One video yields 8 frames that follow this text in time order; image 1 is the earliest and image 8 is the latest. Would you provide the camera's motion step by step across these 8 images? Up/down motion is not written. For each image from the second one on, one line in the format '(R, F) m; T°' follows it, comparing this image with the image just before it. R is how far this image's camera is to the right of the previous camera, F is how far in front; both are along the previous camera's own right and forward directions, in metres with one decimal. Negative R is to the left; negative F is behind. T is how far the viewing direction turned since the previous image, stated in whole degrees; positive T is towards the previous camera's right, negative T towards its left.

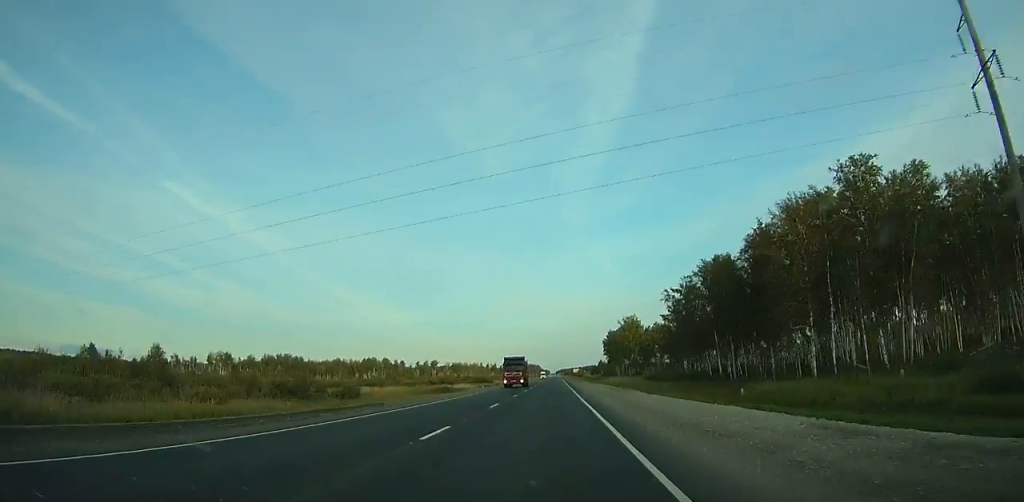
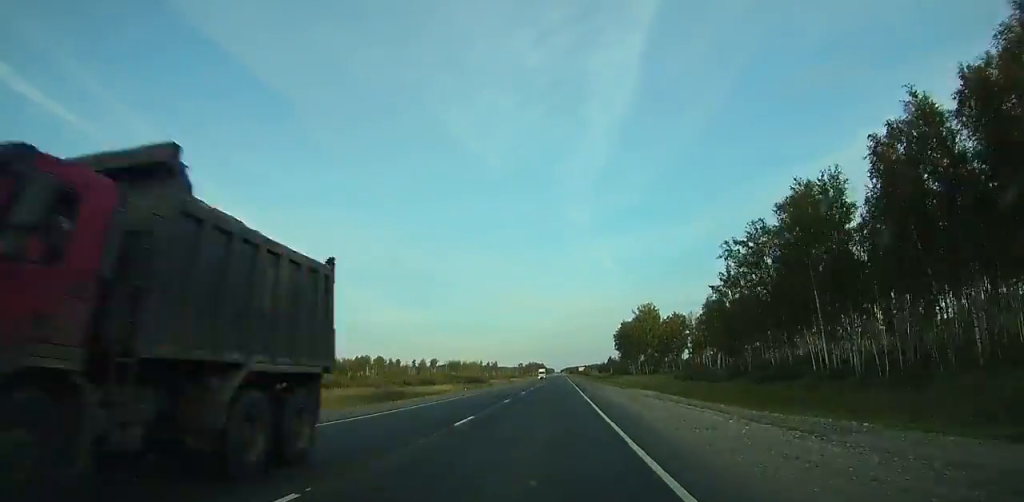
(-0.1, +32.6) m; 0°
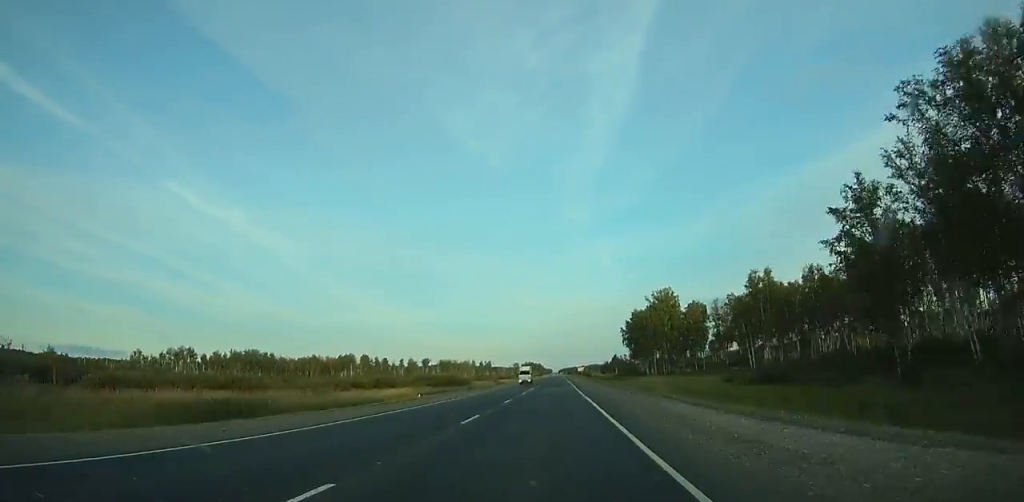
(-0.1, +34.9) m; 0°
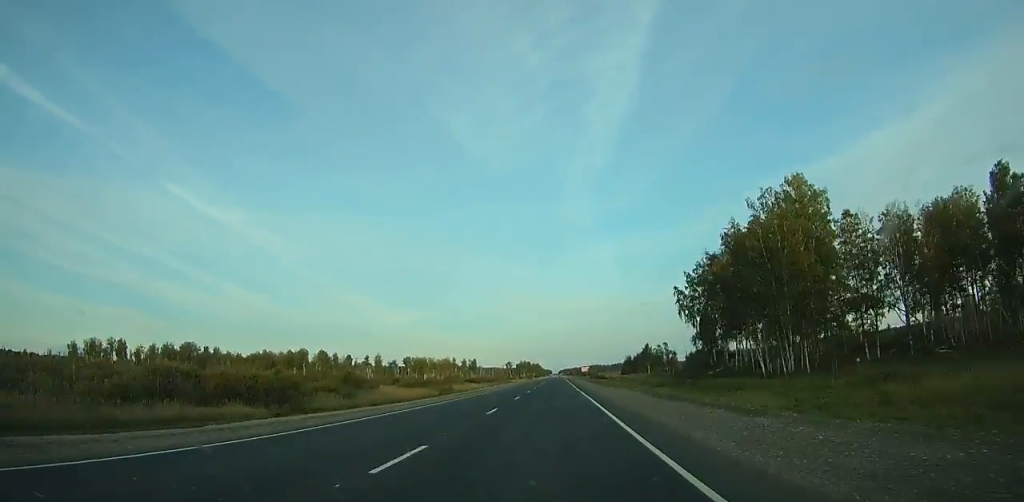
(0.0, +90.9) m; 0°
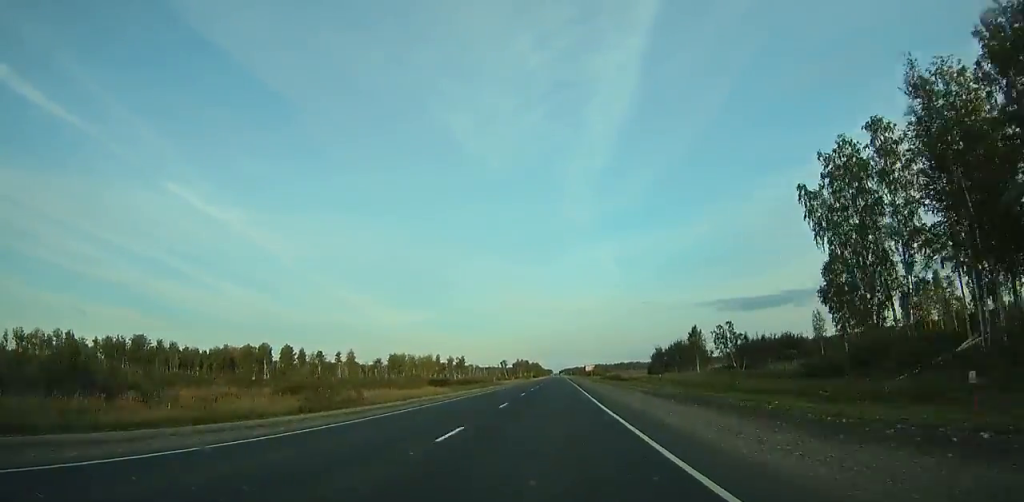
(0.0, +55.8) m; 0°
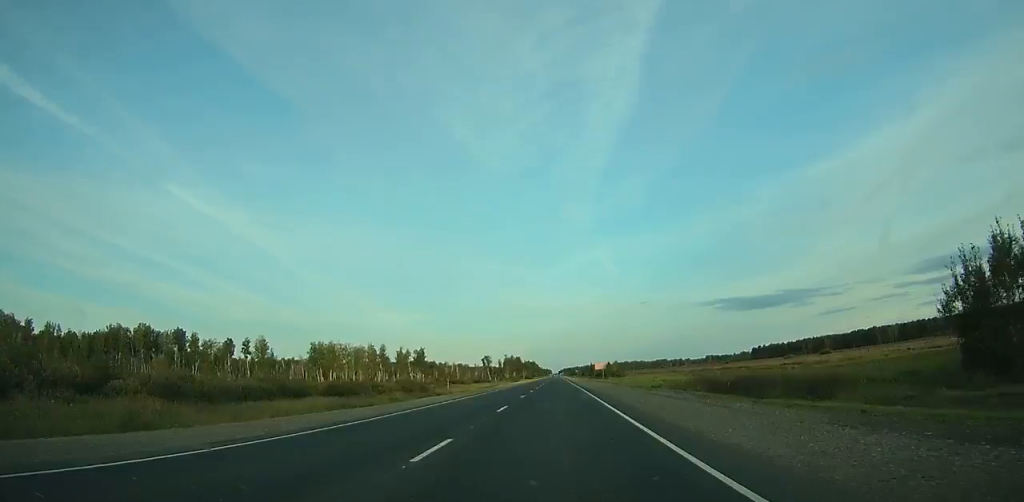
(0.0, +108.8) m; 0°
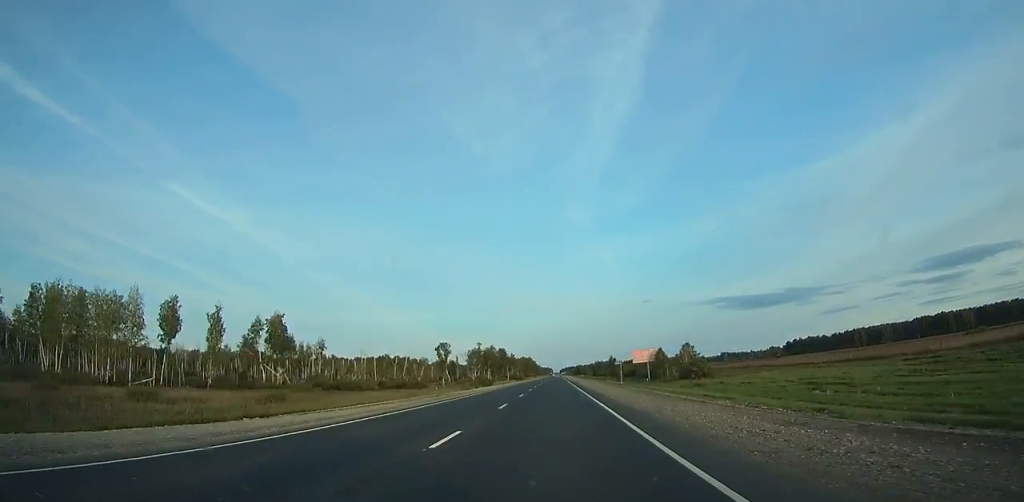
(+0.4, +138.6) m; 0°
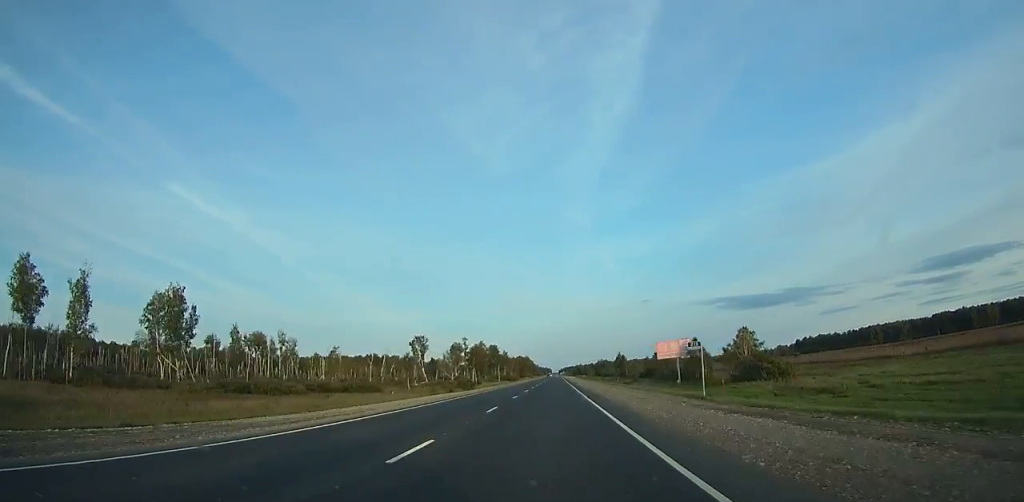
(-0.1, +36.8) m; 0°
